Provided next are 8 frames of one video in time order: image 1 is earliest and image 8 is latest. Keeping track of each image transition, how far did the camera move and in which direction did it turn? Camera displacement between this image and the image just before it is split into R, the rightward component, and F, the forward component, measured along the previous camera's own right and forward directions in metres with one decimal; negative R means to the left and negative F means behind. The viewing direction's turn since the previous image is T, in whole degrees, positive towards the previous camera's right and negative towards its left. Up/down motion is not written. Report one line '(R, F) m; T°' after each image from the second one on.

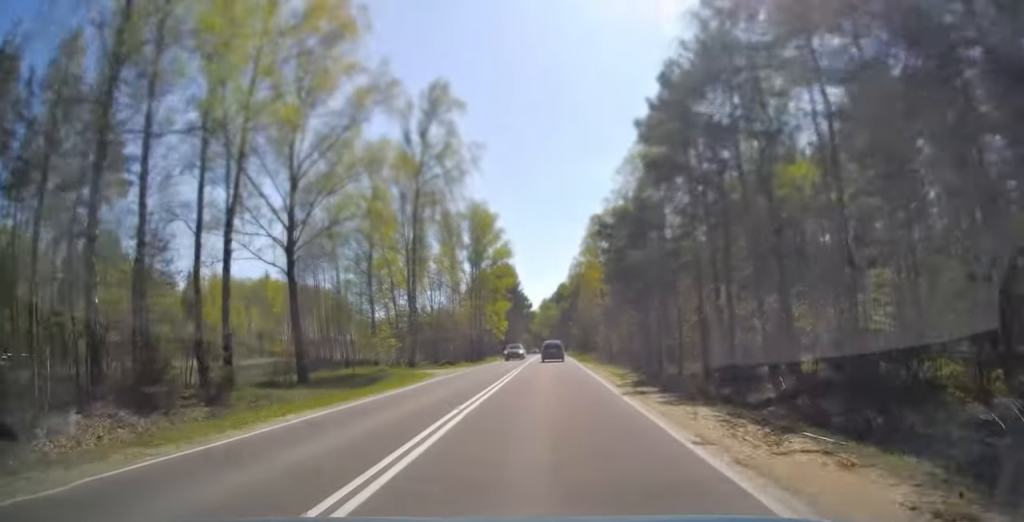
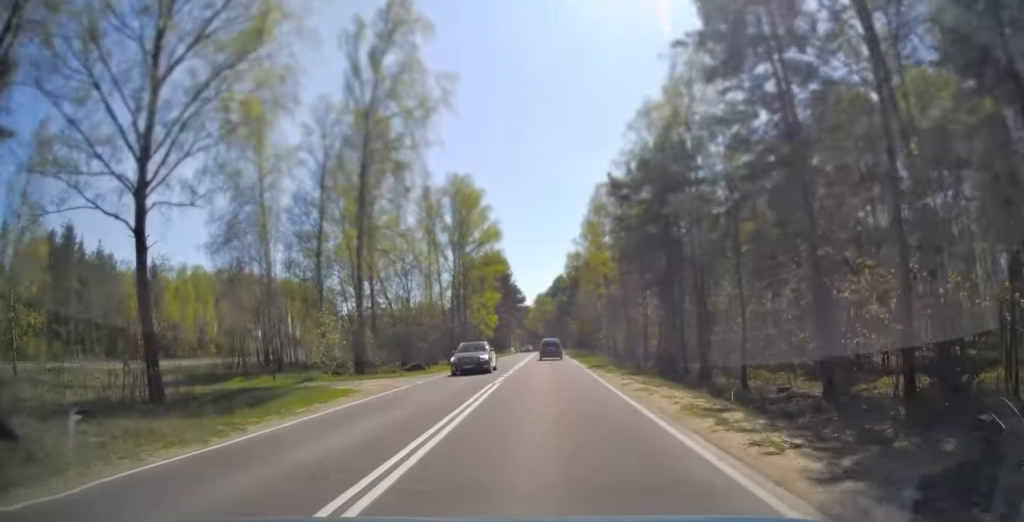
(+0.1, +13.5) m; 0°
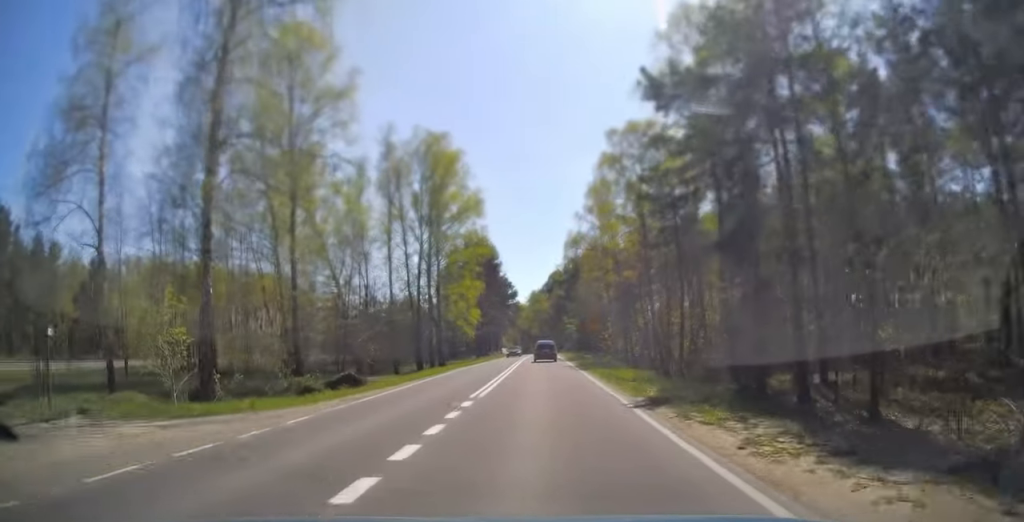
(0.0, +17.0) m; 0°
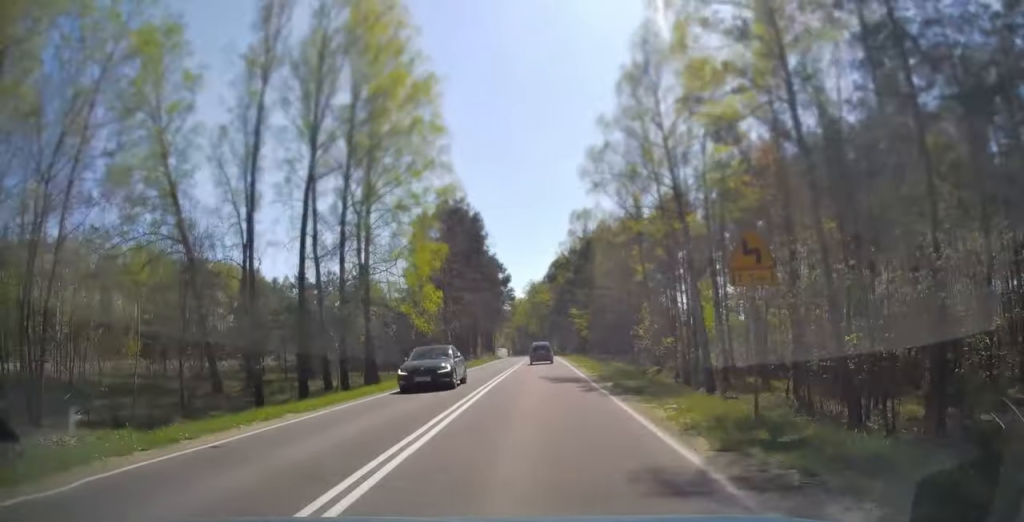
(0.0, +27.6) m; 0°
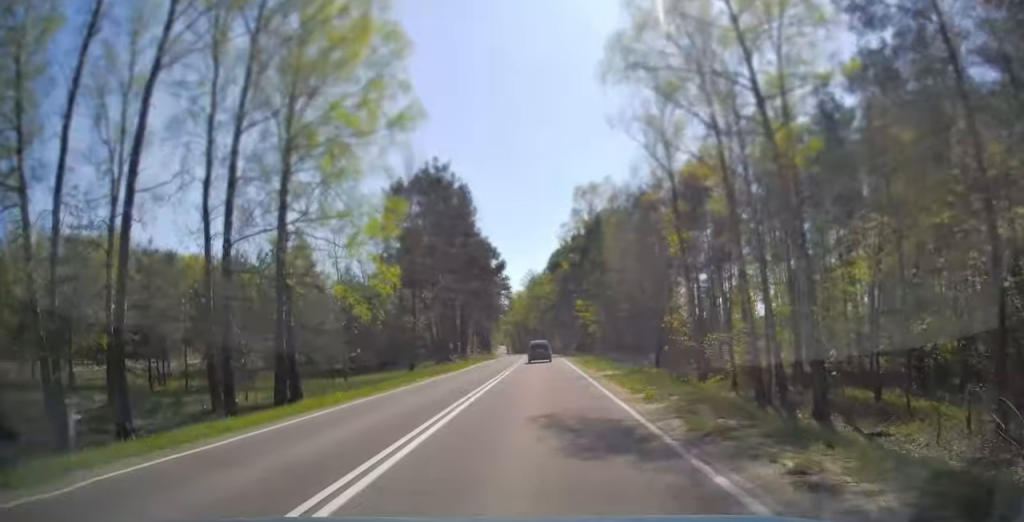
(0.0, +13.5) m; 0°
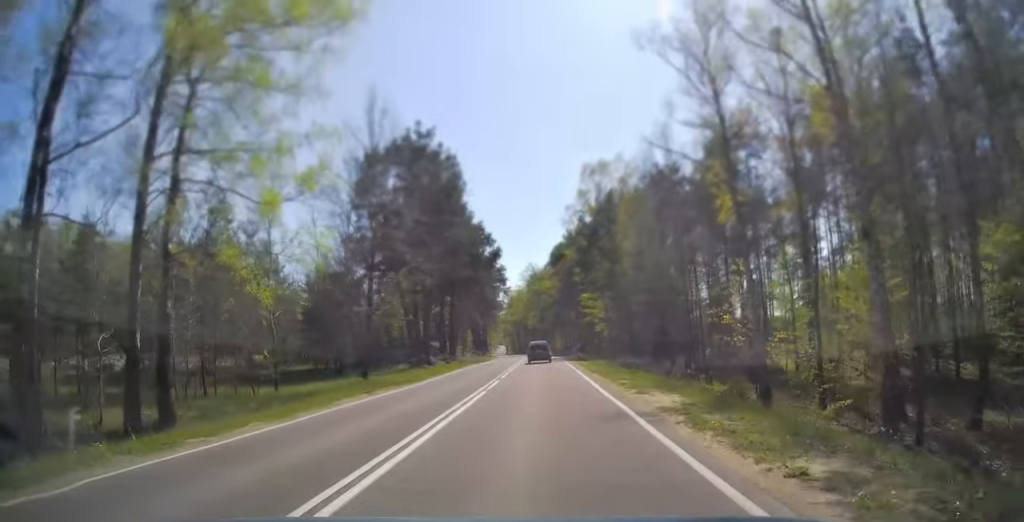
(0.0, +10.4) m; 0°
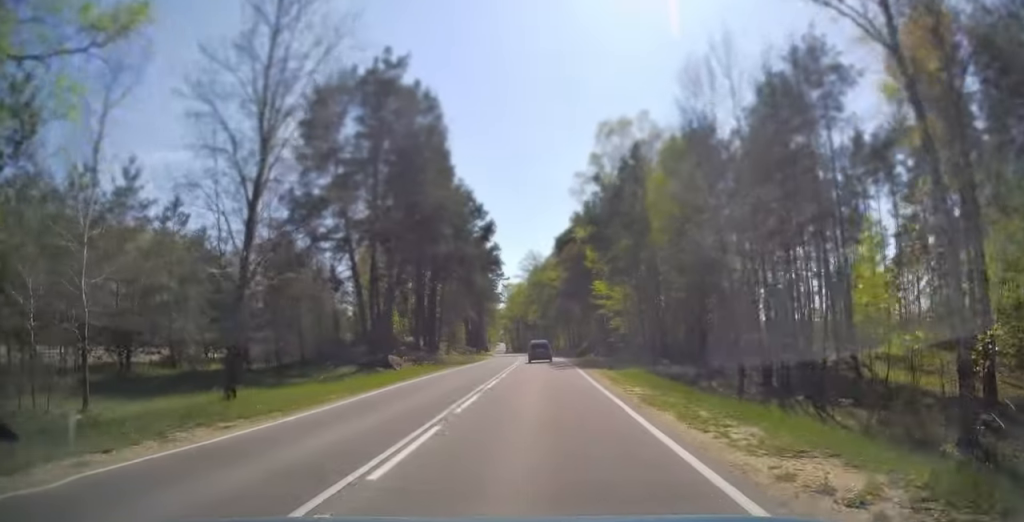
(0.0, +13.6) m; 0°
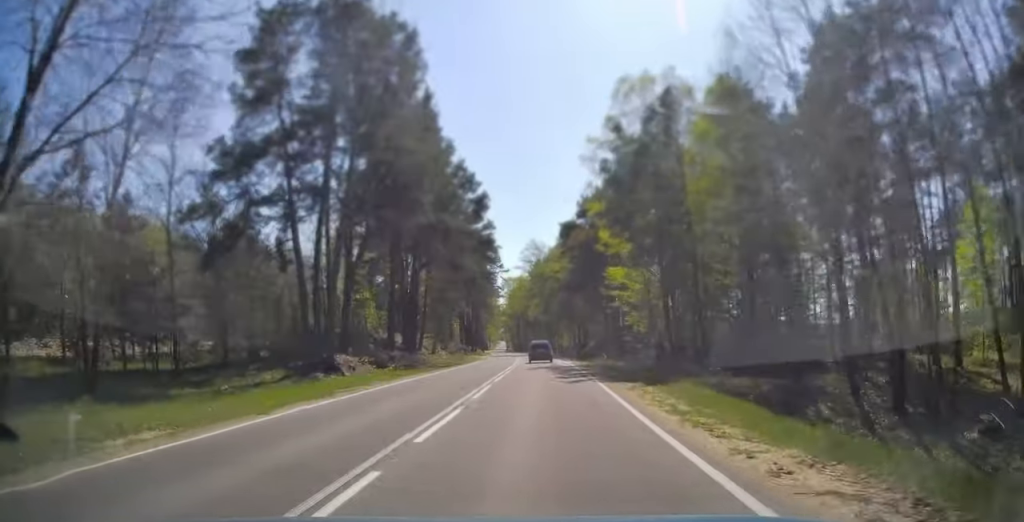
(0.0, +9.8) m; 0°
